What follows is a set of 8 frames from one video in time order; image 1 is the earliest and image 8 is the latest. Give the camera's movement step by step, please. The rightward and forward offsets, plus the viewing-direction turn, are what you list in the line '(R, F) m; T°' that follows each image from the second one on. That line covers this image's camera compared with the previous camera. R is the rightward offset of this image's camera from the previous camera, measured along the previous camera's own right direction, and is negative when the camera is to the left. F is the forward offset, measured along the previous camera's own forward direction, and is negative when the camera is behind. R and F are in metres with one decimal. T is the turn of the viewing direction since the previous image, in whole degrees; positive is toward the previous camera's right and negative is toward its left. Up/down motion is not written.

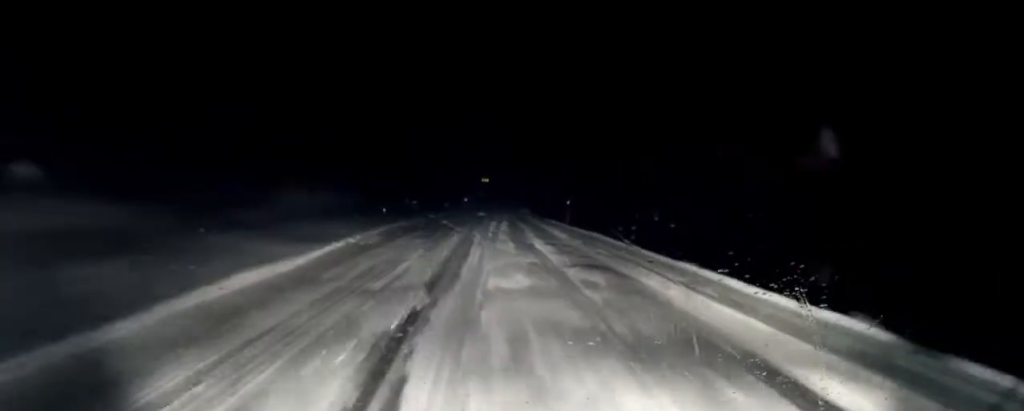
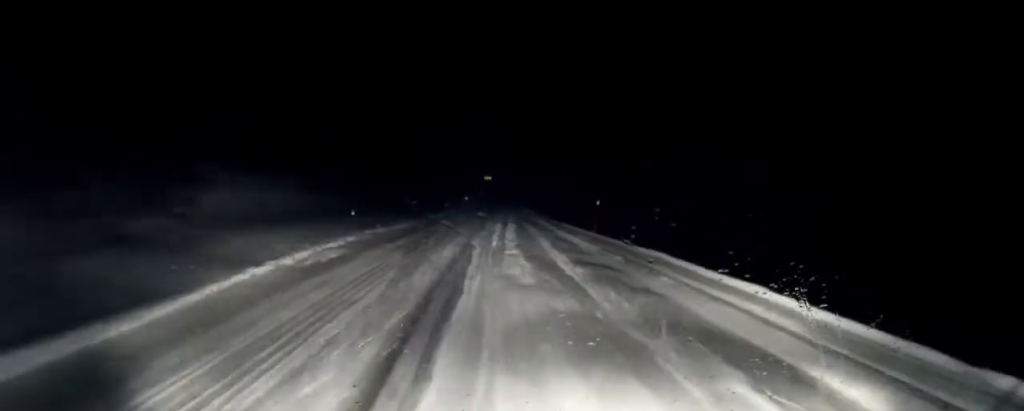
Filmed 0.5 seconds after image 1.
(0.0, +6.0) m; 0°
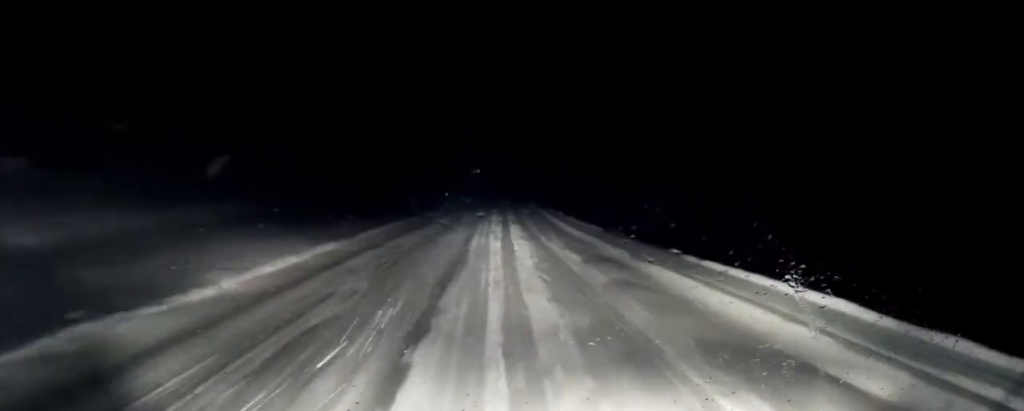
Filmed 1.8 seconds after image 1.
(+0.2, +16.5) m; +1°
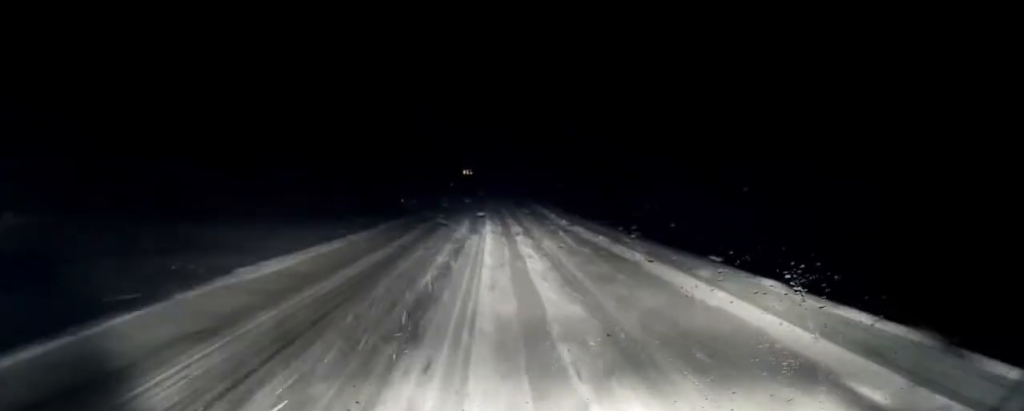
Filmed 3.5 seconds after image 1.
(+0.7, +22.1) m; +3°
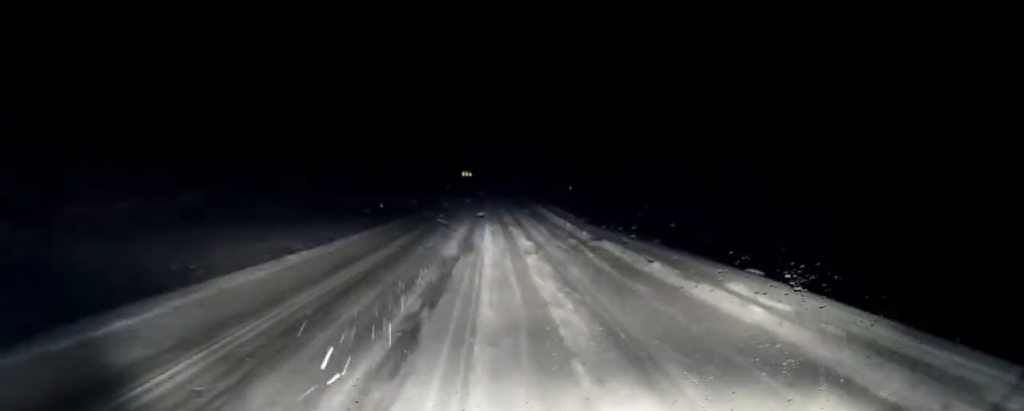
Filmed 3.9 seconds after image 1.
(0.0, +5.0) m; 0°
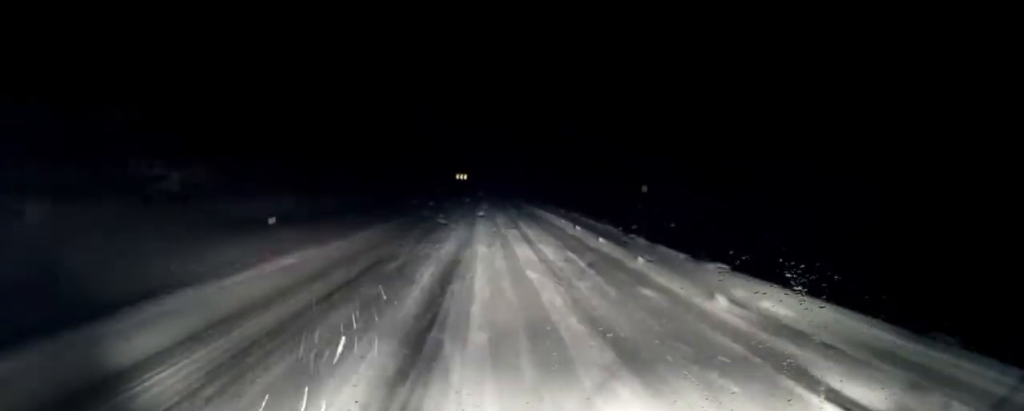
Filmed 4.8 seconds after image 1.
(-0.1, +10.8) m; 0°
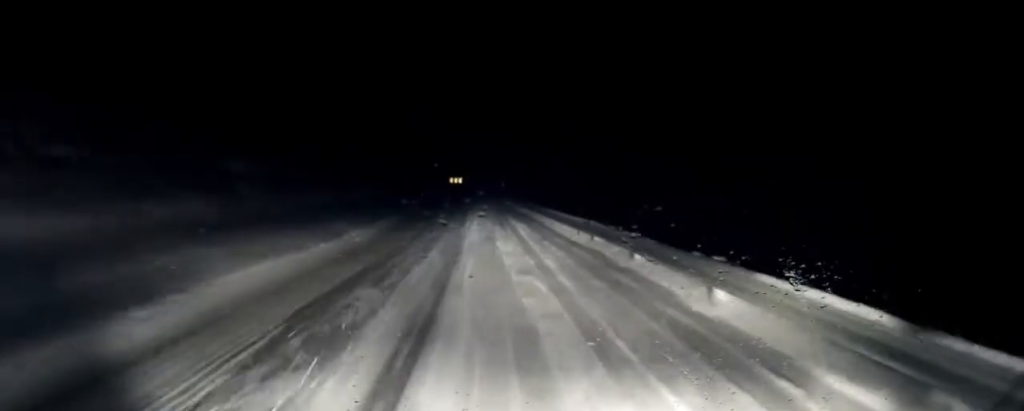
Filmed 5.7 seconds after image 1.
(0.0, +11.9) m; 0°
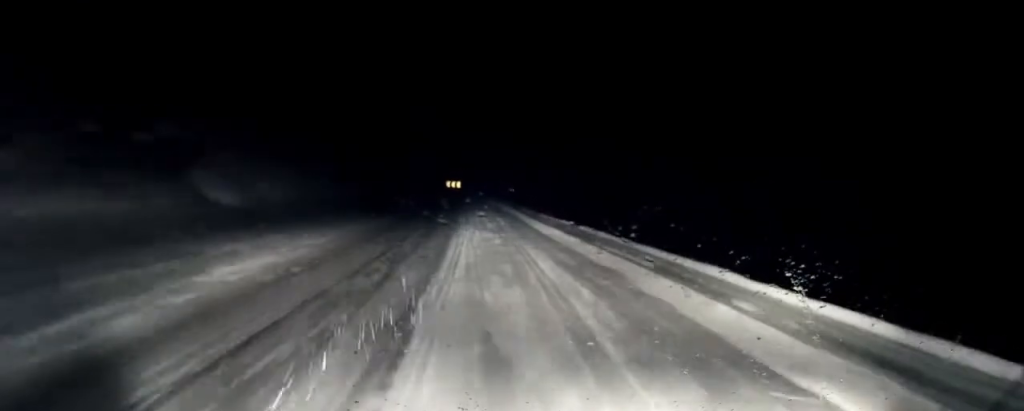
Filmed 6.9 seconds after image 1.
(-0.1, +14.2) m; -1°
